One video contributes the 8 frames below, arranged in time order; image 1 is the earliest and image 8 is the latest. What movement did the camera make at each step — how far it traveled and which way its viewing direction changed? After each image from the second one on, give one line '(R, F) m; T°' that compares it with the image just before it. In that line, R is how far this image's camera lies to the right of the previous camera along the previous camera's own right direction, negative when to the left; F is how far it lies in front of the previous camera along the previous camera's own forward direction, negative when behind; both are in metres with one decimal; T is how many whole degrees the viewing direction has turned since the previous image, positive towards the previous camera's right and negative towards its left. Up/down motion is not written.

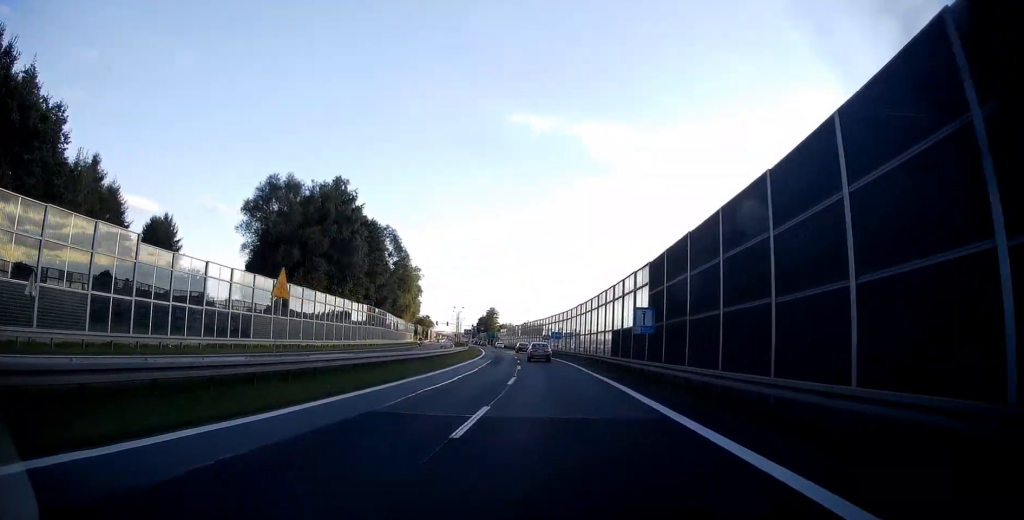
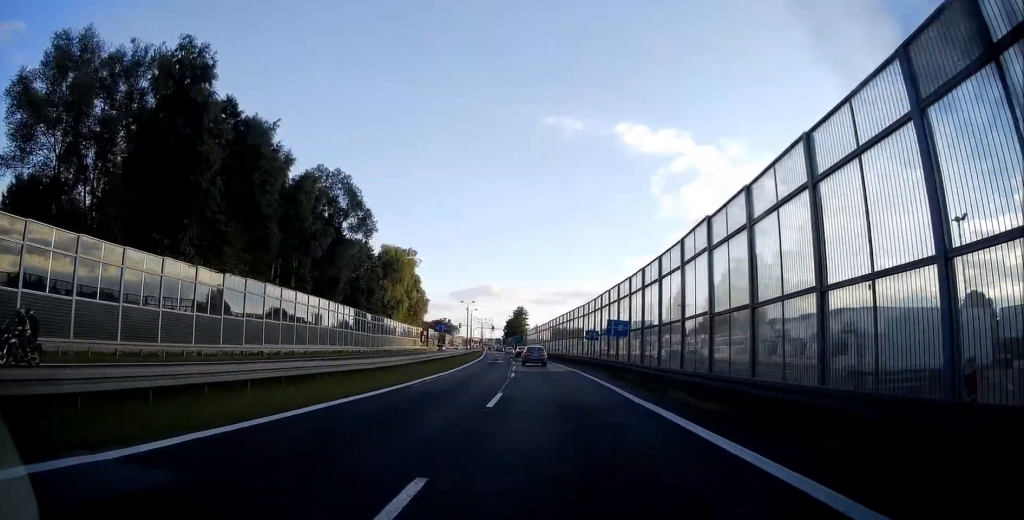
(-1.2, +47.1) m; -3°
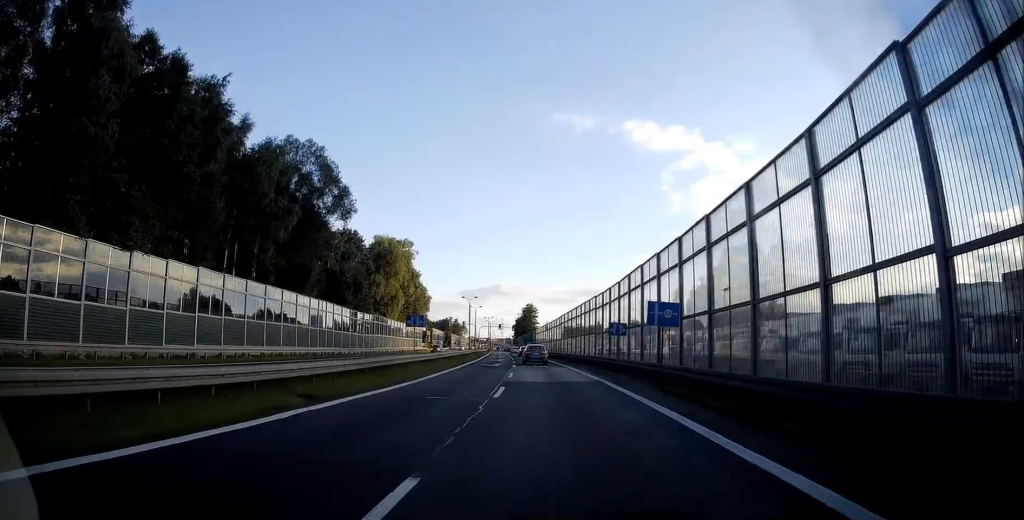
(0.0, +11.1) m; -1°
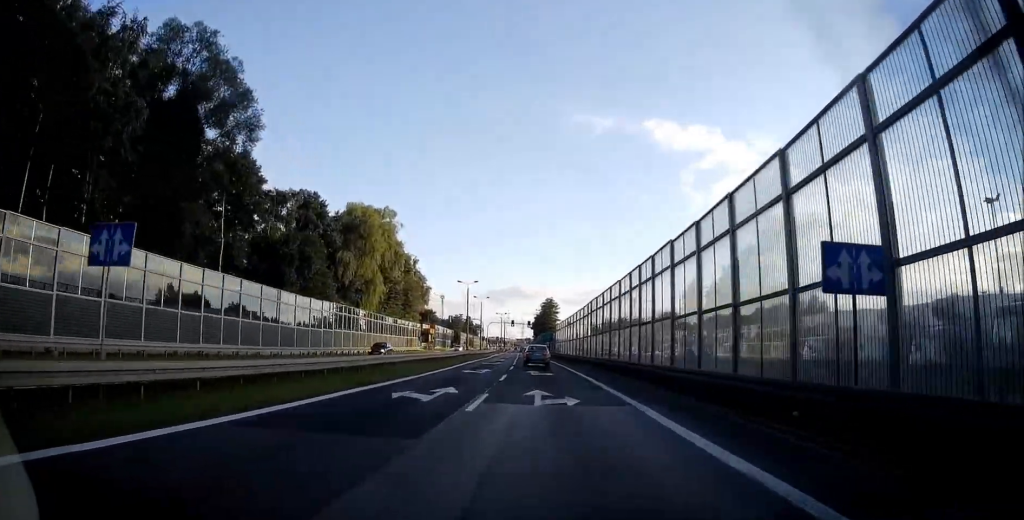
(-0.3, +22.3) m; -2°
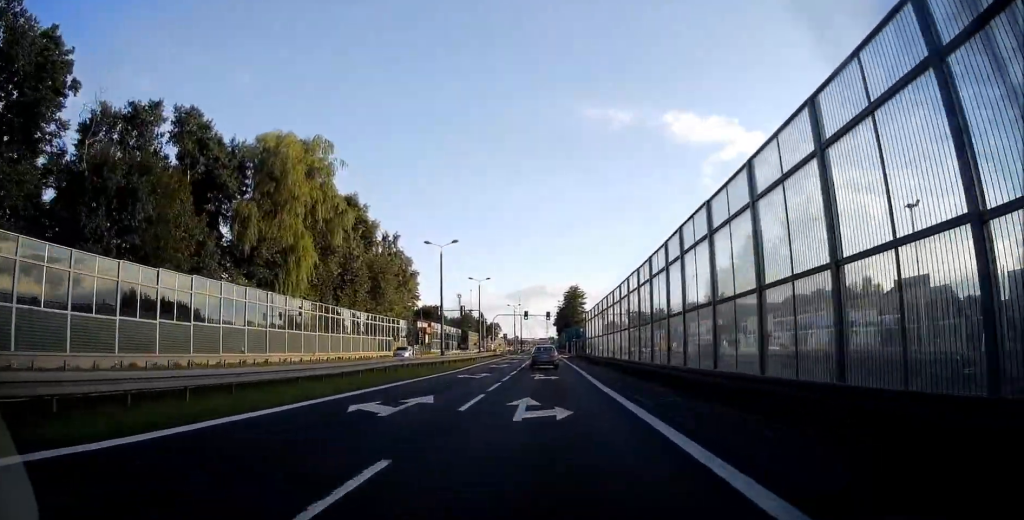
(-0.4, +29.3) m; -1°
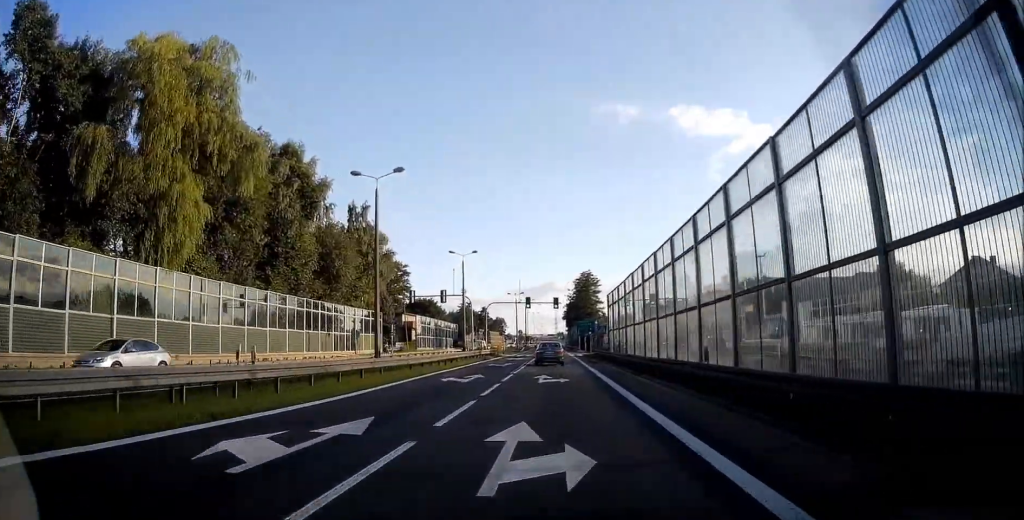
(-0.2, +19.6) m; -1°
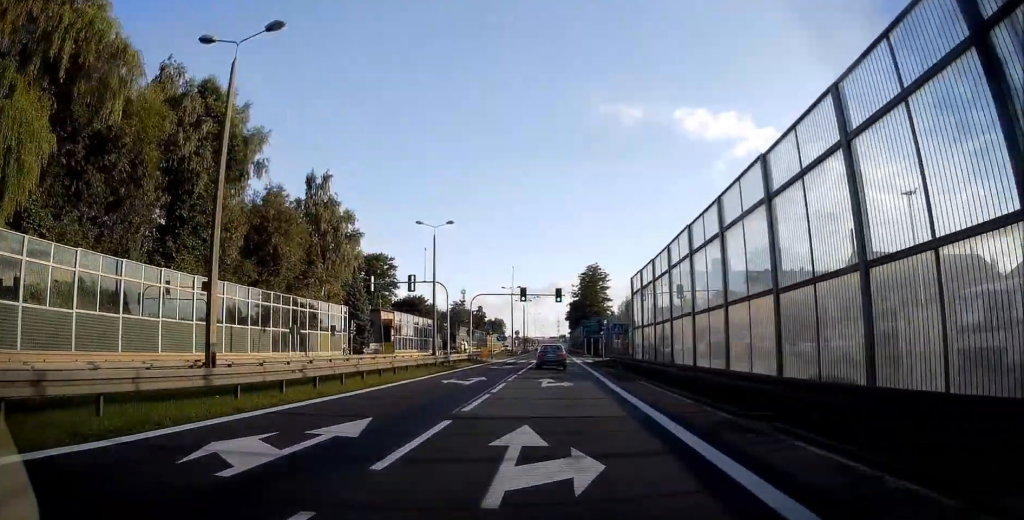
(-0.2, +15.2) m; -1°
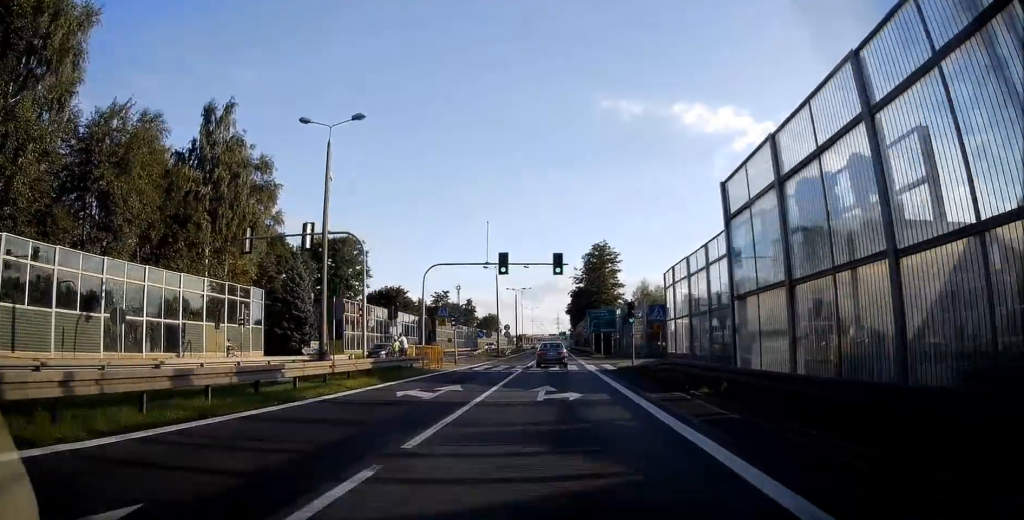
(-0.1, +21.4) m; 0°
